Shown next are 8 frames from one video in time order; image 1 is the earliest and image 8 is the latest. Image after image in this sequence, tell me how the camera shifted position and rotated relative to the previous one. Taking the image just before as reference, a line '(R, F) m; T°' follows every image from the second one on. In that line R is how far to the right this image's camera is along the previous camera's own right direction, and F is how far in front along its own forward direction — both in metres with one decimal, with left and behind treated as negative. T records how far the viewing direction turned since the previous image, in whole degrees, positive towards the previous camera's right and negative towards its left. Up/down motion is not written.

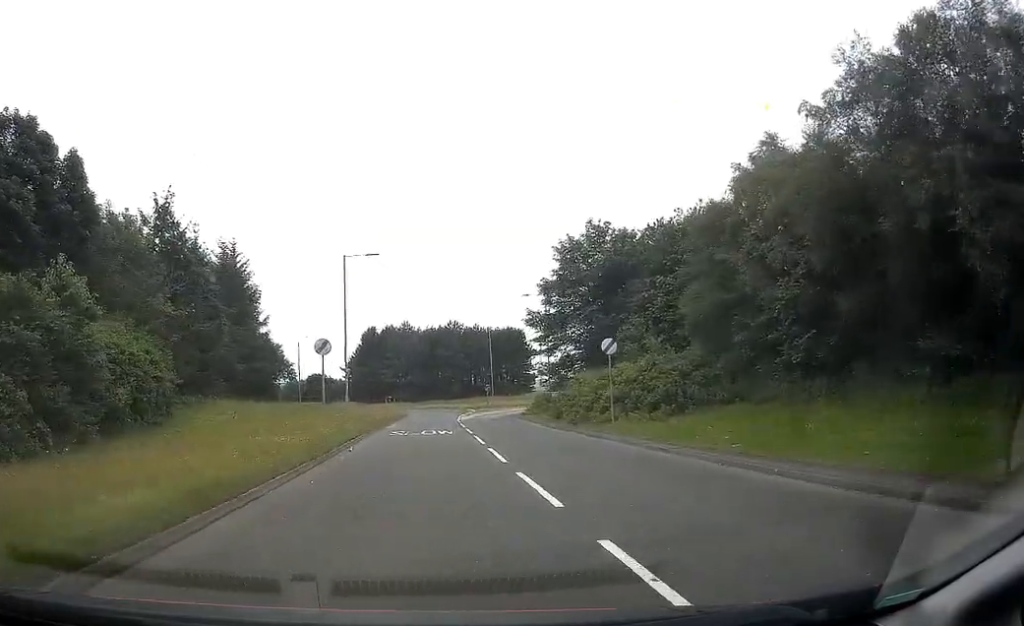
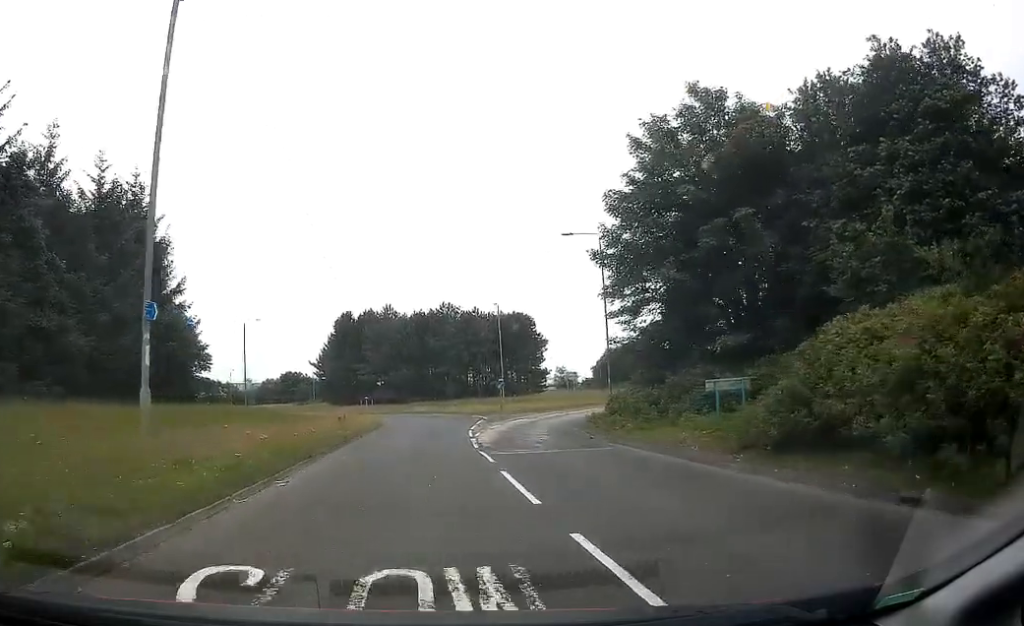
(+0.2, +23.4) m; +1°
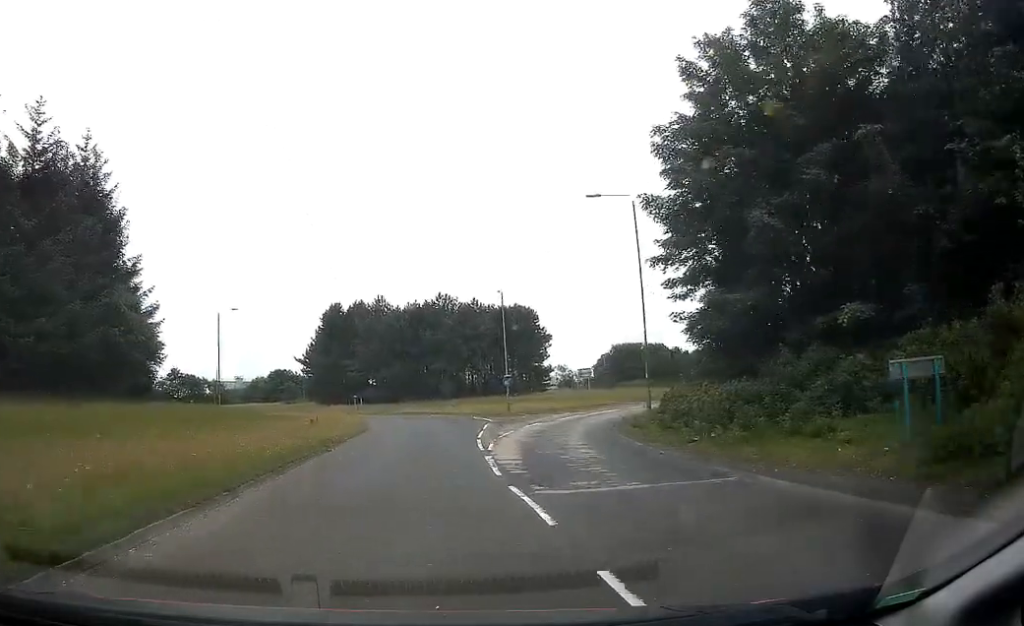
(0.0, +7.3) m; 0°
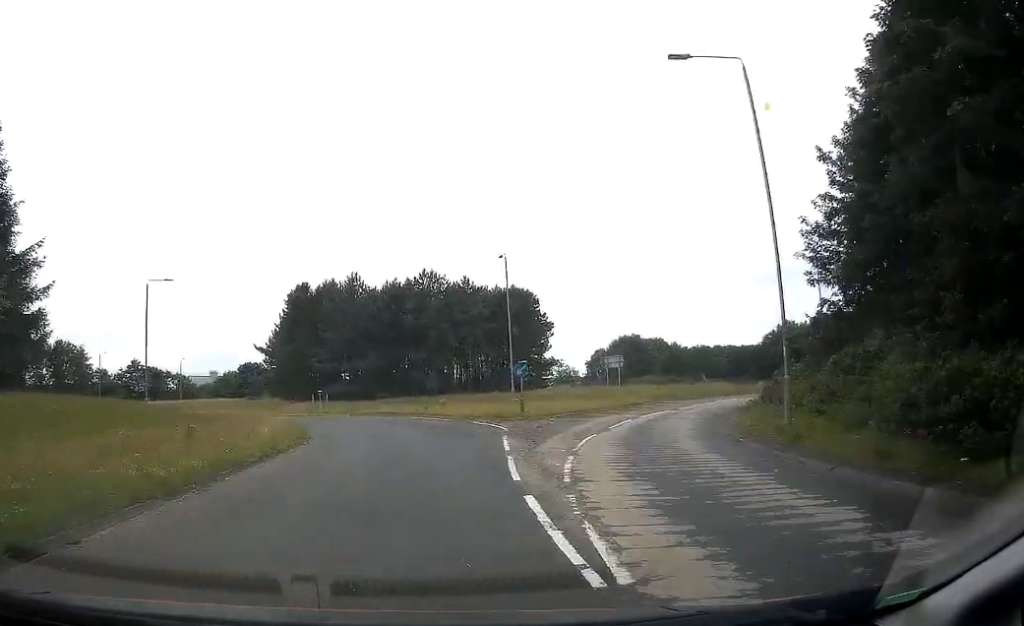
(0.0, +14.5) m; 0°
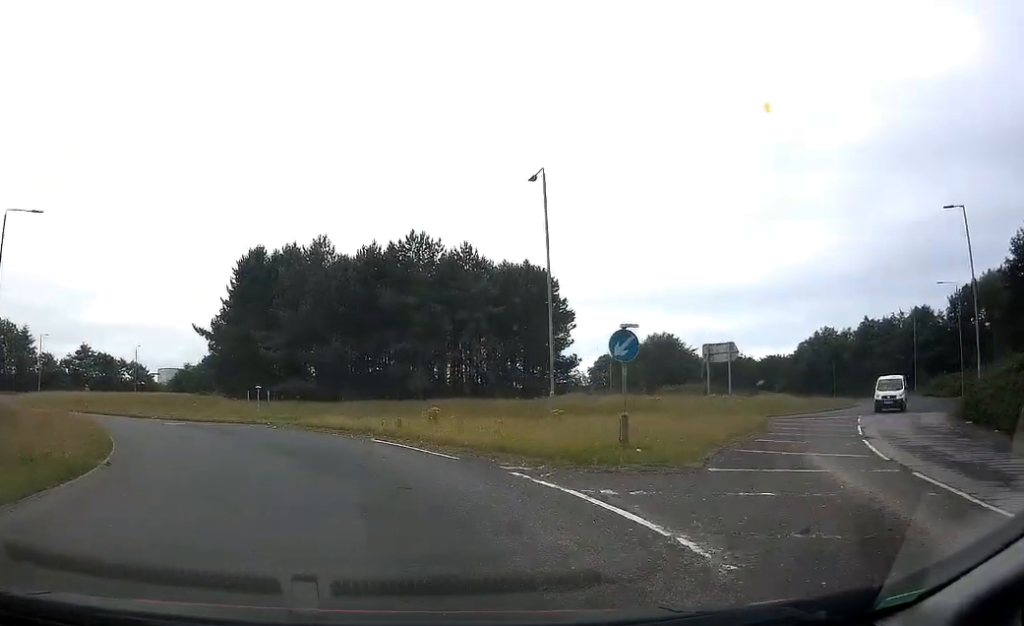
(+0.3, +18.9) m; +1°
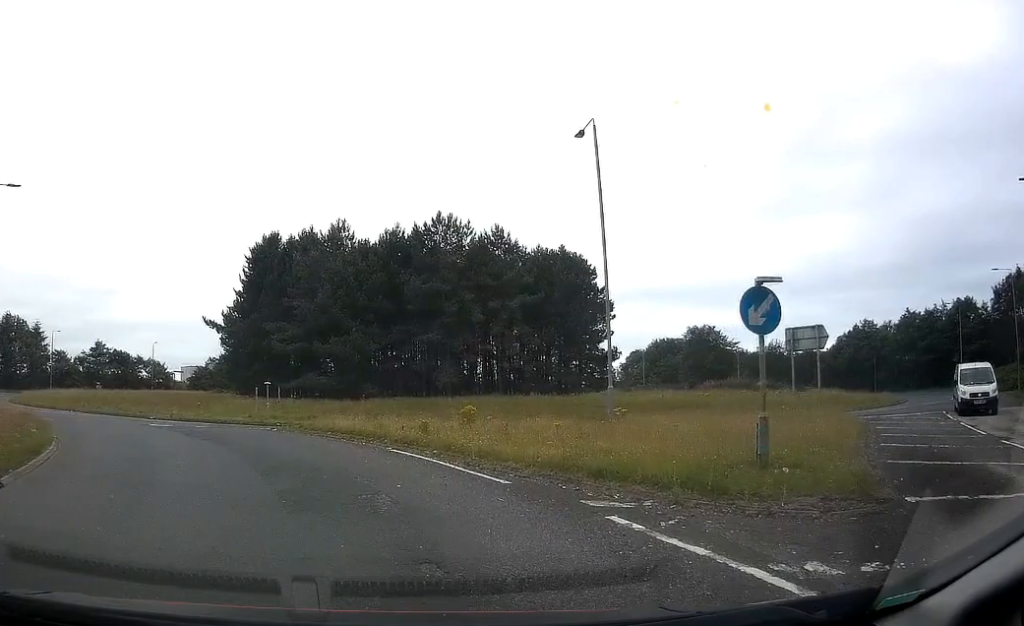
(+0.1, +5.0) m; -1°
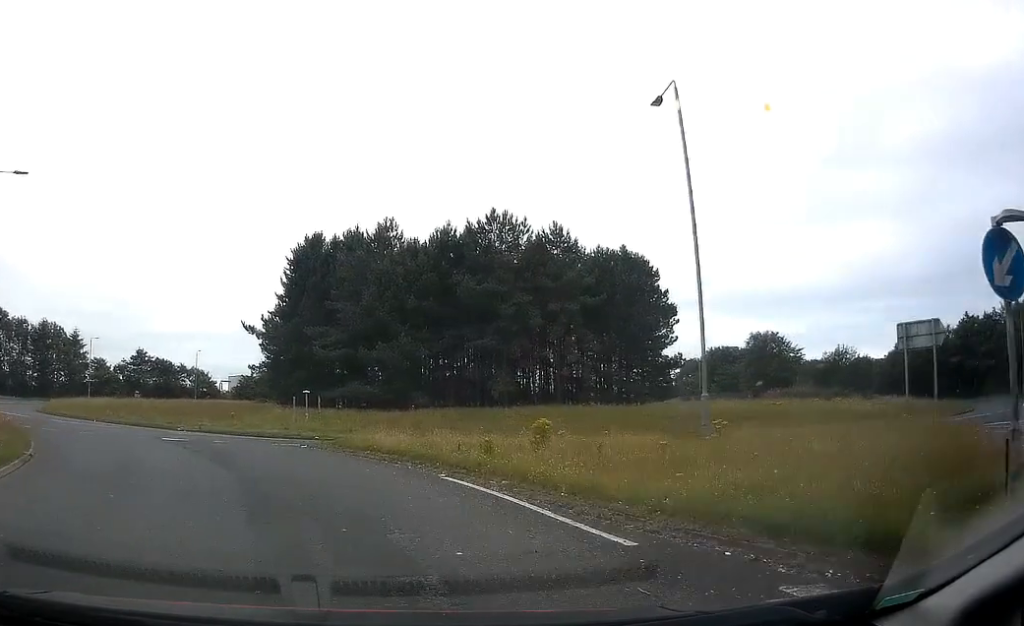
(-0.1, +3.7) m; -2°
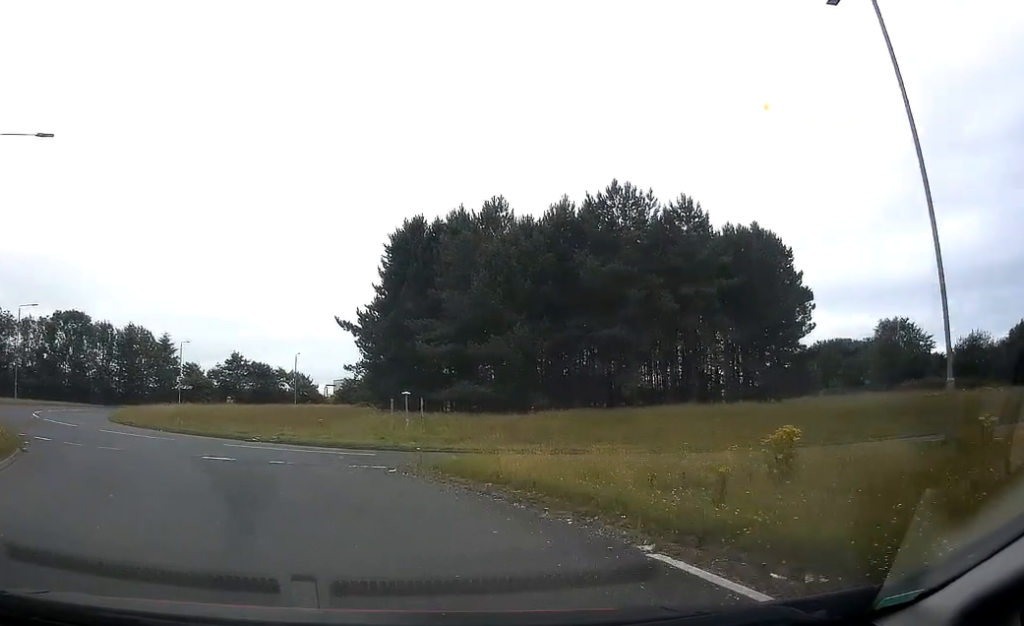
(-0.2, +6.1) m; -5°
